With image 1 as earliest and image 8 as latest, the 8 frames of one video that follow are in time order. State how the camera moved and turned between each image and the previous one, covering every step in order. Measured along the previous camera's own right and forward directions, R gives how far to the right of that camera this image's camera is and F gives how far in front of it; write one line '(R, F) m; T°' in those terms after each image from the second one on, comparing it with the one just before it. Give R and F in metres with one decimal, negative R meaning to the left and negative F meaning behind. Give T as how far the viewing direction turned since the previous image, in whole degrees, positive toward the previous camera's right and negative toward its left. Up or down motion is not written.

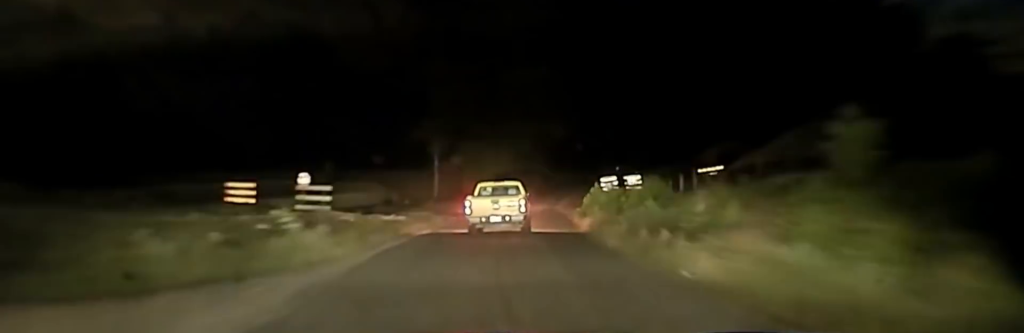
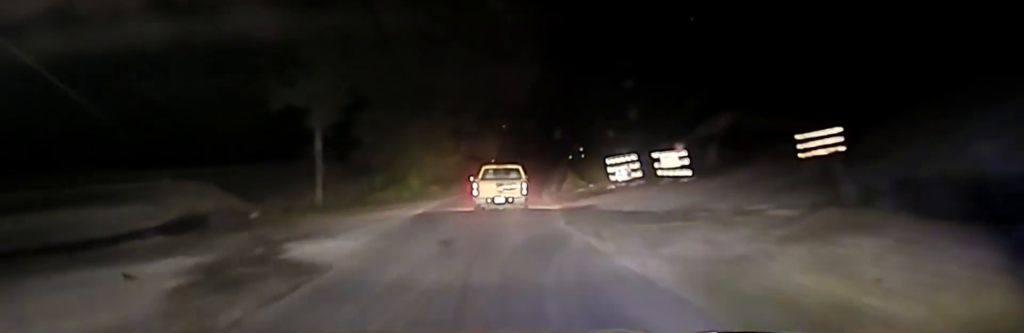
(+1.1, +40.4) m; +4°
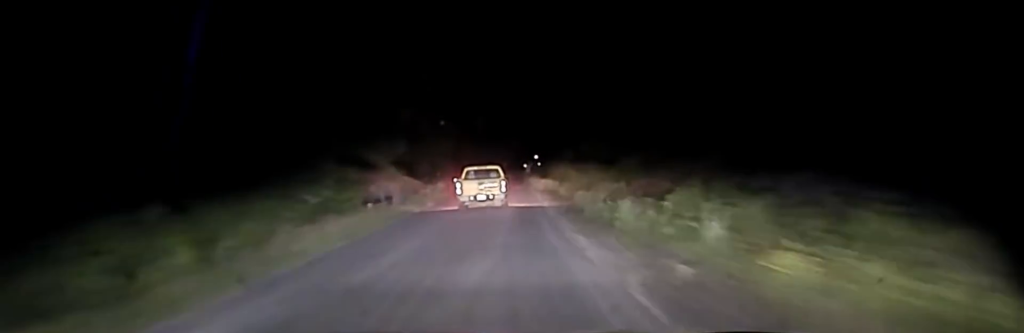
(+2.3, +55.6) m; +4°
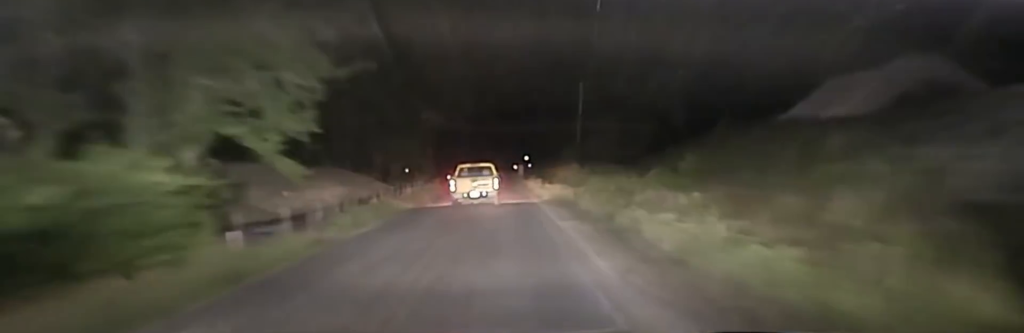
(+0.2, +19.2) m; 0°
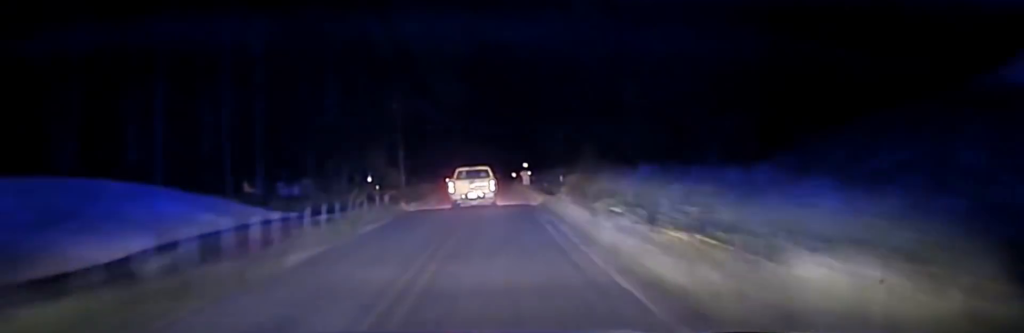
(+0.1, +34.3) m; 0°
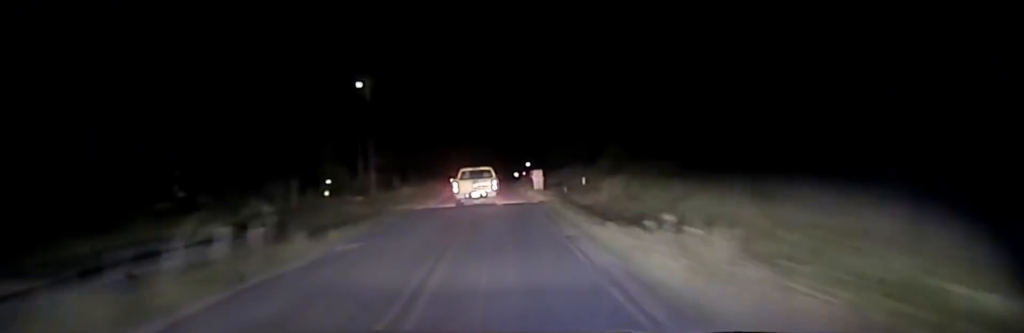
(0.0, +24.2) m; 0°
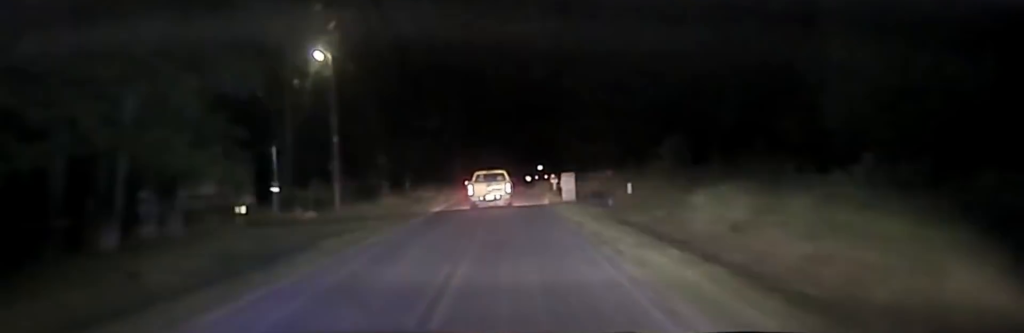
(0.0, +21.4) m; -1°
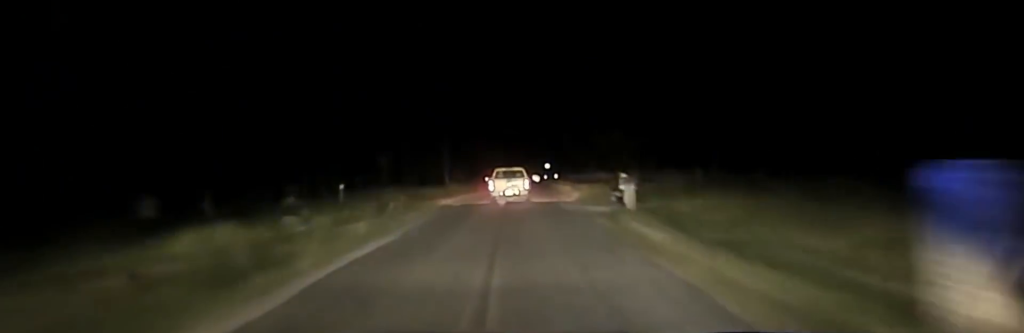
(-0.5, +39.5) m; 0°
